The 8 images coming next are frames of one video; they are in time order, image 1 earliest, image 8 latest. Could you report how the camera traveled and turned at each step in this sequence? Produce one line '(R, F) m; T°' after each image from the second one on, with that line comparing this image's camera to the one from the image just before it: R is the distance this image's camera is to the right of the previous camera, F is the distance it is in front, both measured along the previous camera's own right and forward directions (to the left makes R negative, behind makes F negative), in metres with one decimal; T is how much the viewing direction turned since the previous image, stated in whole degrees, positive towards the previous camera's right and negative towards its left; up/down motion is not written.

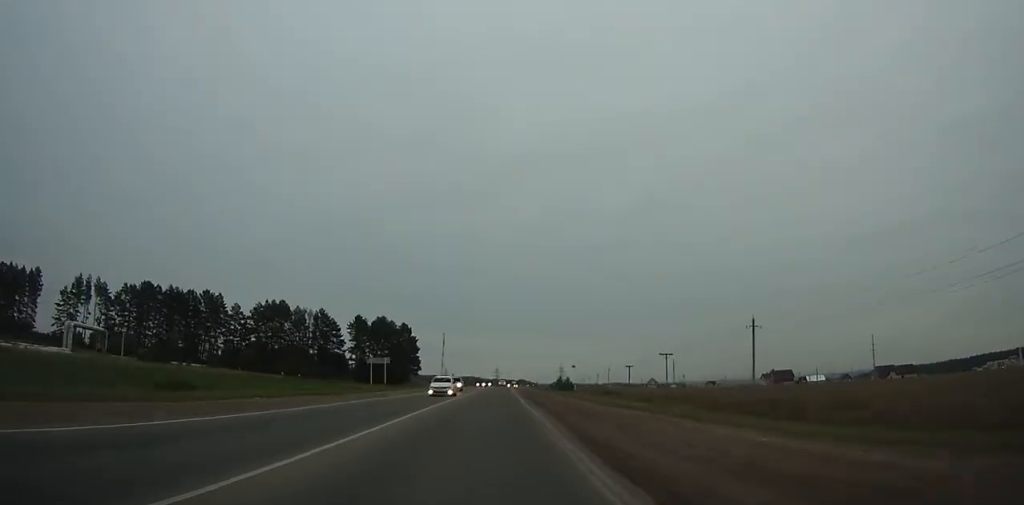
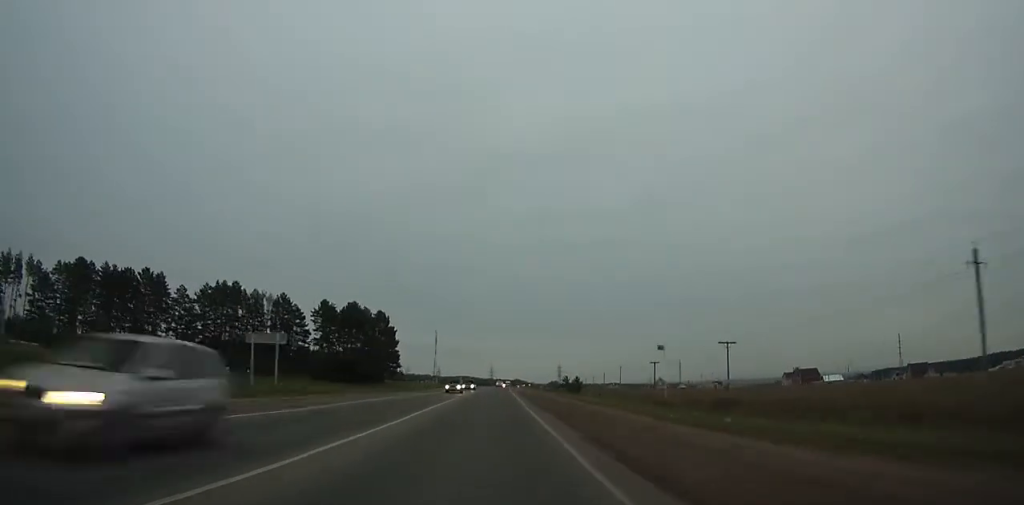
(0.0, +29.0) m; 0°
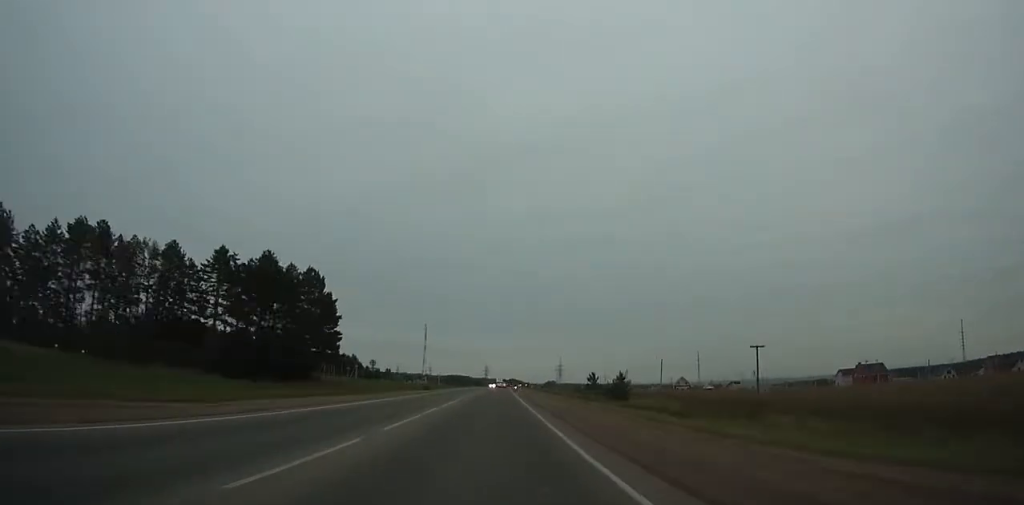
(+0.4, +53.3) m; +1°
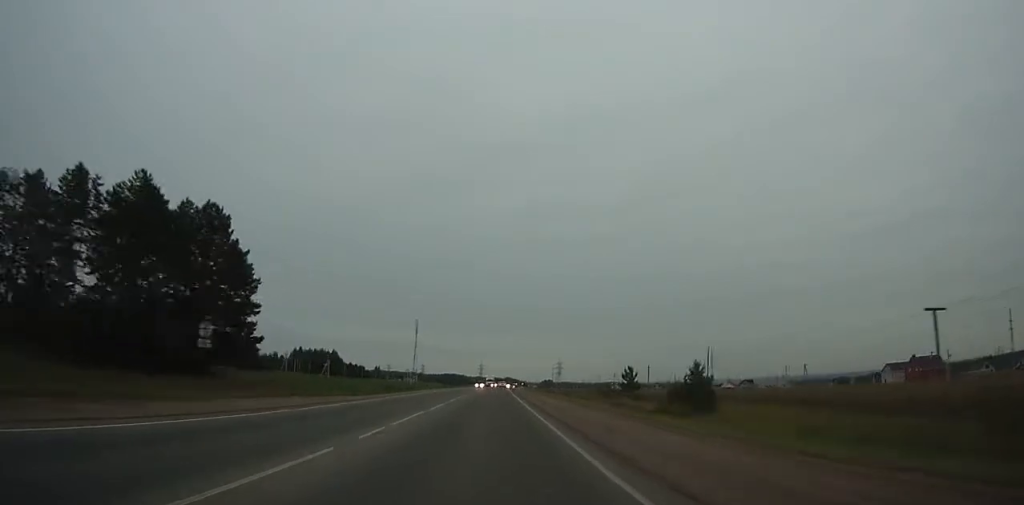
(+0.2, +34.1) m; 0°
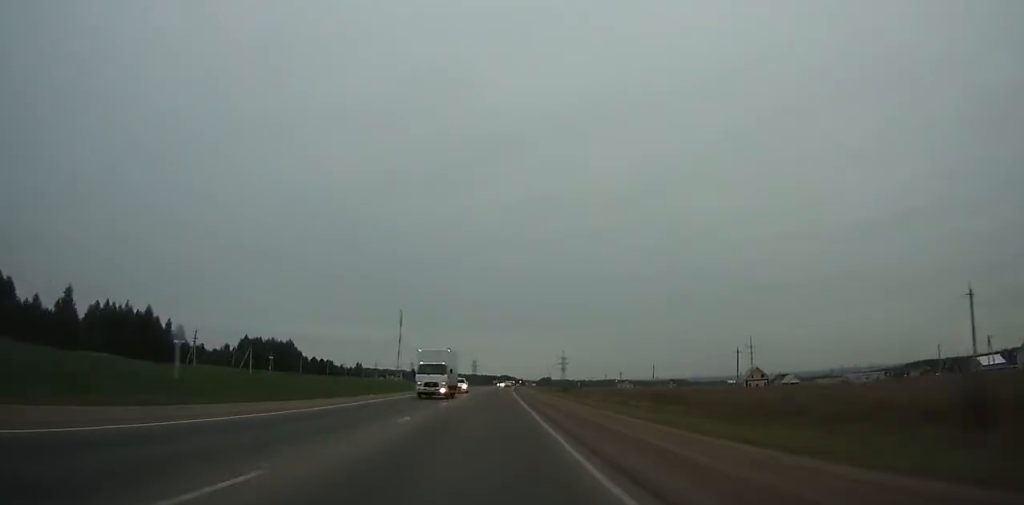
(+0.5, +66.0) m; +1°
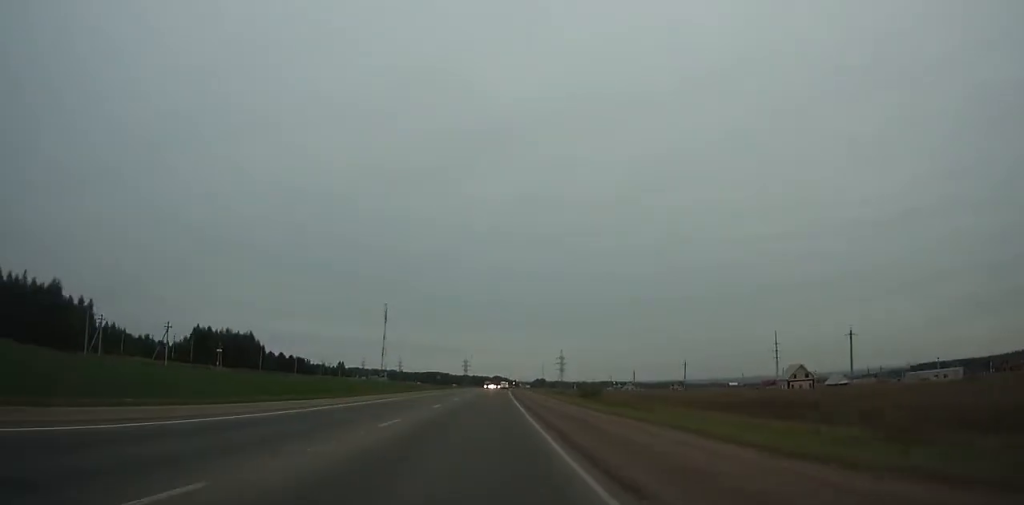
(+0.1, +36.7) m; 0°
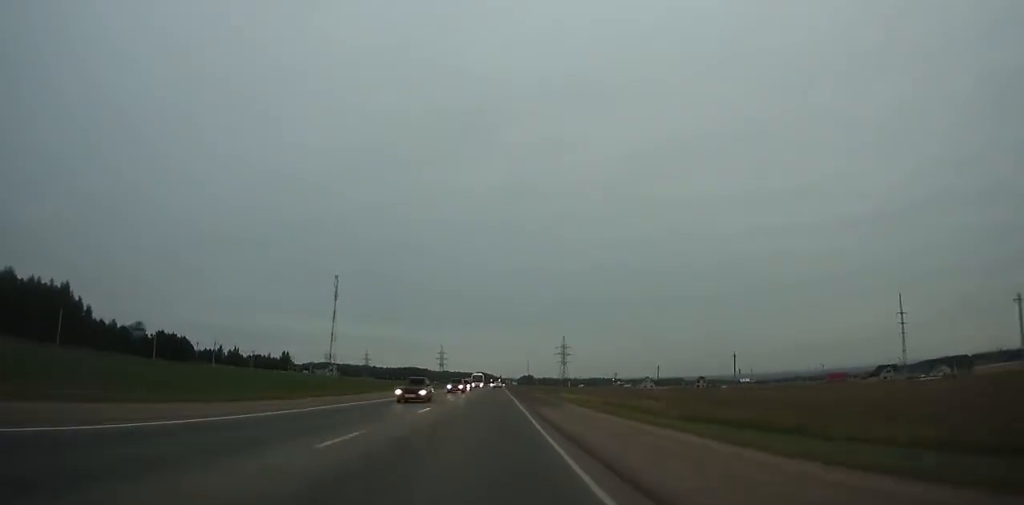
(+1.1, +102.2) m; +1°
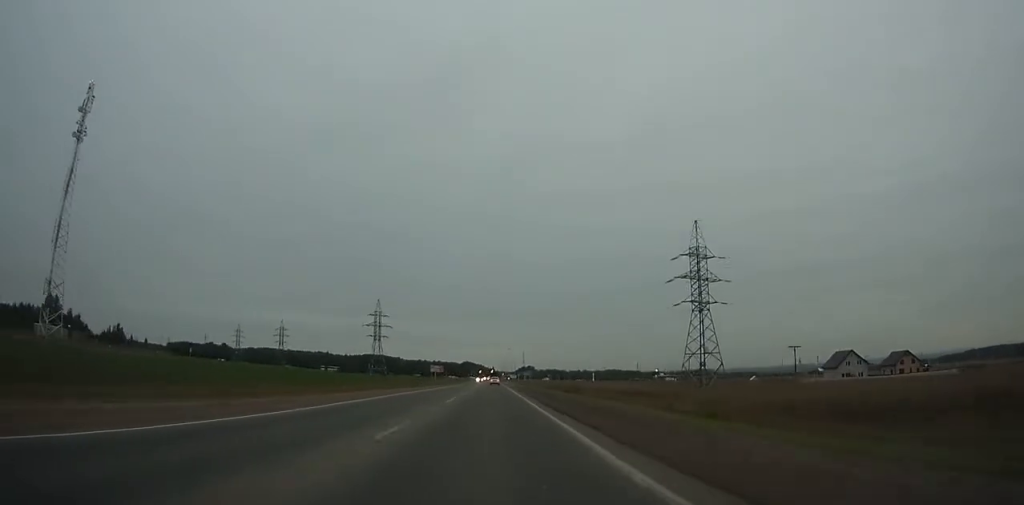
(+2.0, +224.9) m; +1°
